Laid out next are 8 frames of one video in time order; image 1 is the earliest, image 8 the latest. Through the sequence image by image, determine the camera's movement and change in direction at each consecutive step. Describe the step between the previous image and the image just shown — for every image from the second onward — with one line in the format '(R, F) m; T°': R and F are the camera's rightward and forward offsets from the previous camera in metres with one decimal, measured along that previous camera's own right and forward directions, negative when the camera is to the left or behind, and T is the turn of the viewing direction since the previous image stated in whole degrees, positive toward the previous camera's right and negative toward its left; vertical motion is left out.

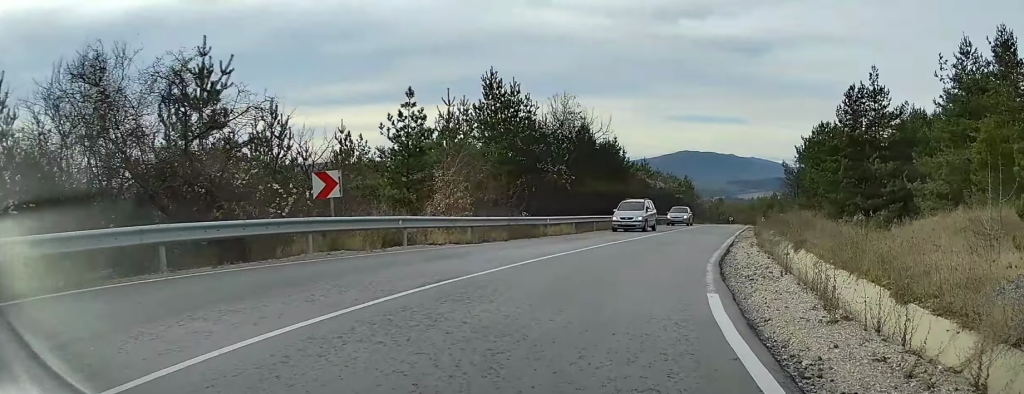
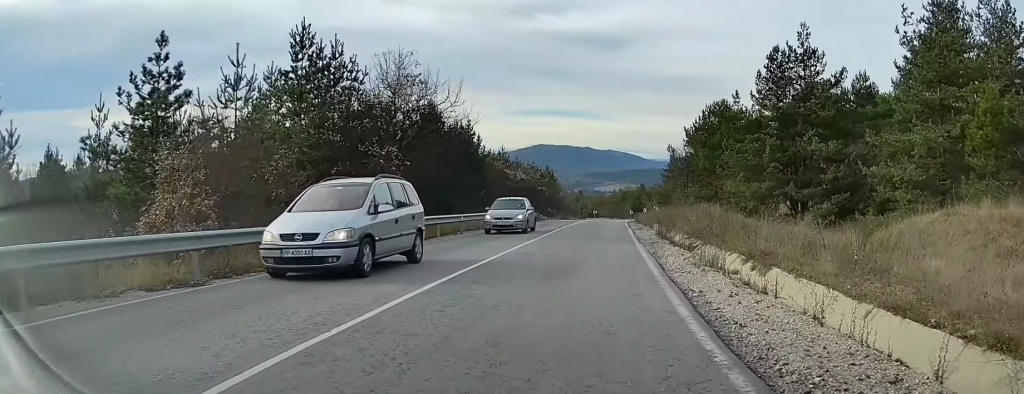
(+1.2, +10.7) m; +11°
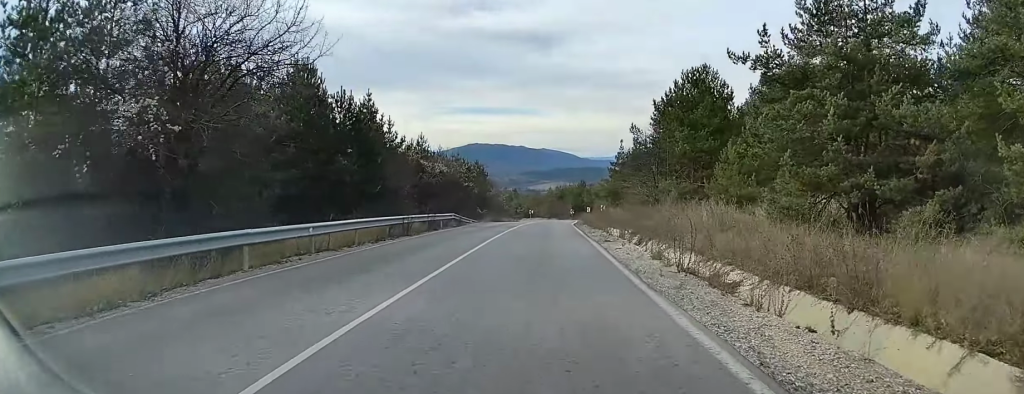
(+0.9, +13.9) m; +4°
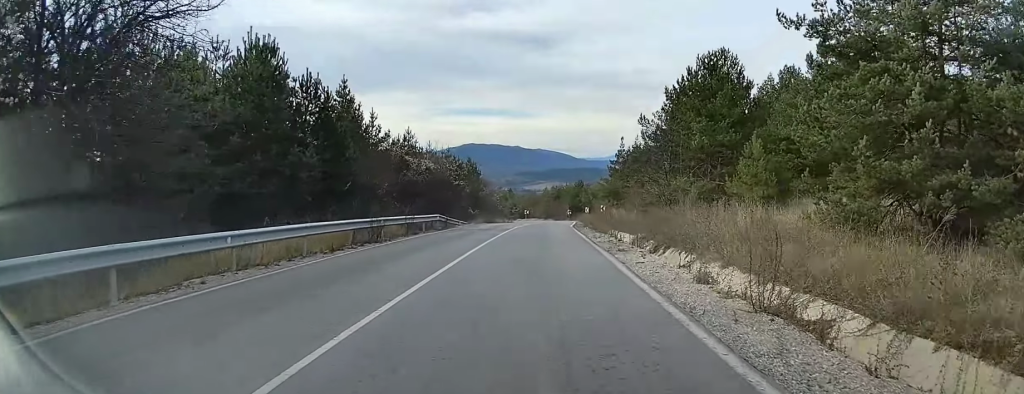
(-0.2, +4.7) m; +1°
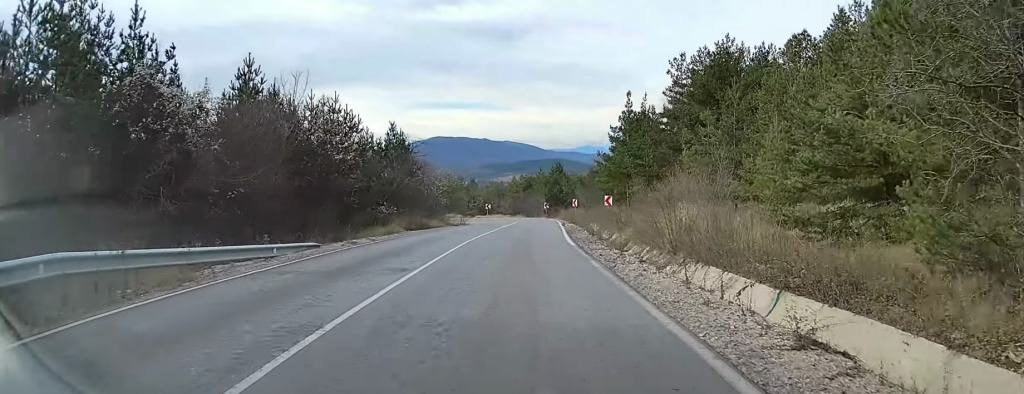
(+1.0, +29.1) m; +2°
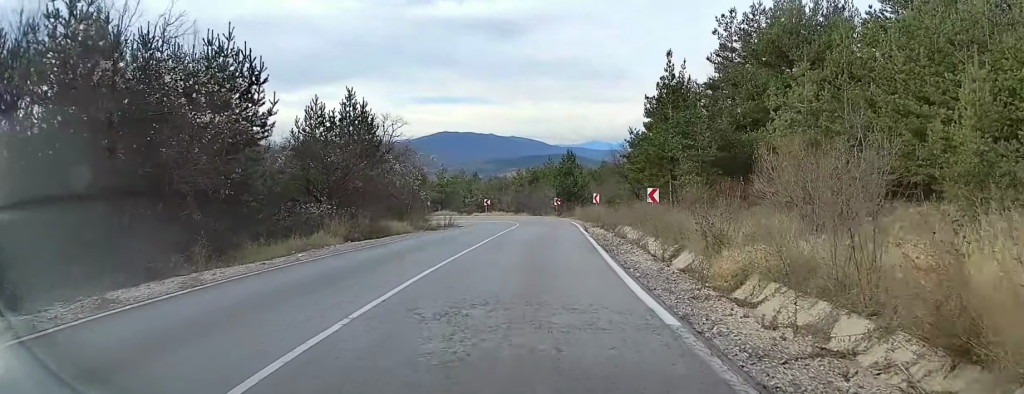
(0.0, +13.8) m; -1°
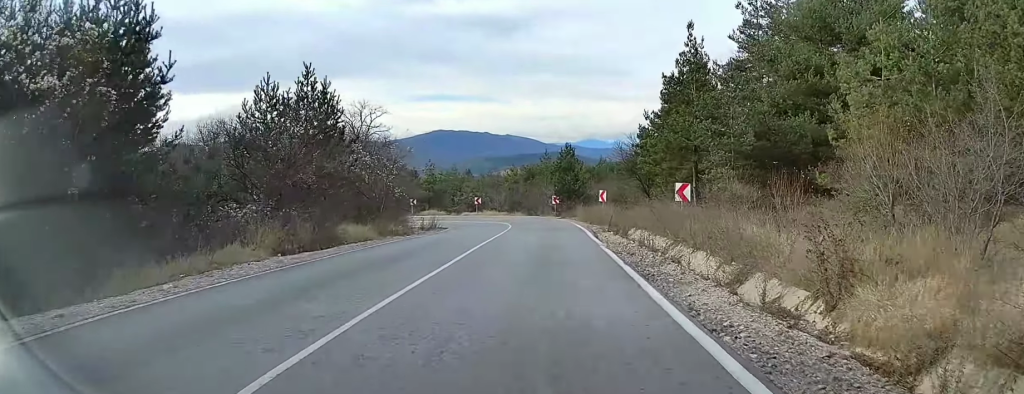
(-0.1, +6.9) m; 0°
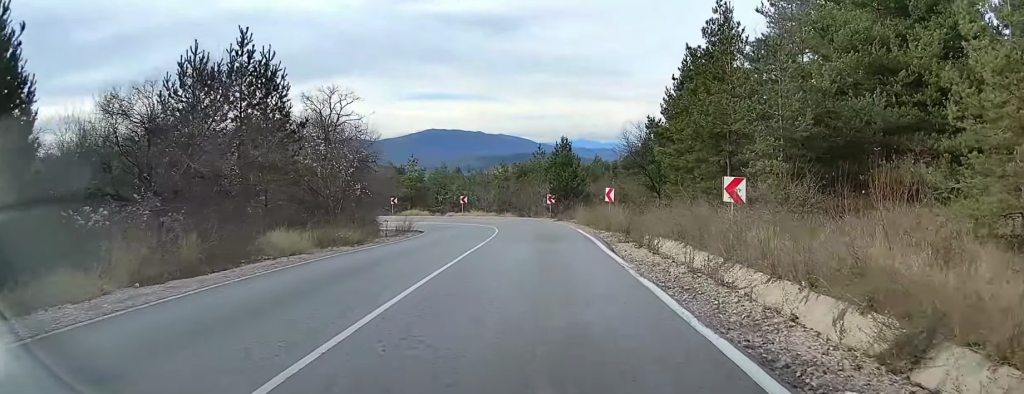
(+0.1, +6.6) m; +1°
